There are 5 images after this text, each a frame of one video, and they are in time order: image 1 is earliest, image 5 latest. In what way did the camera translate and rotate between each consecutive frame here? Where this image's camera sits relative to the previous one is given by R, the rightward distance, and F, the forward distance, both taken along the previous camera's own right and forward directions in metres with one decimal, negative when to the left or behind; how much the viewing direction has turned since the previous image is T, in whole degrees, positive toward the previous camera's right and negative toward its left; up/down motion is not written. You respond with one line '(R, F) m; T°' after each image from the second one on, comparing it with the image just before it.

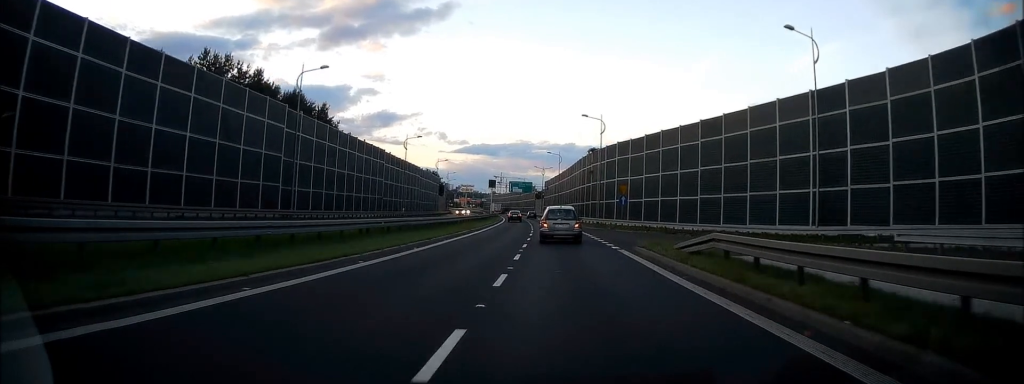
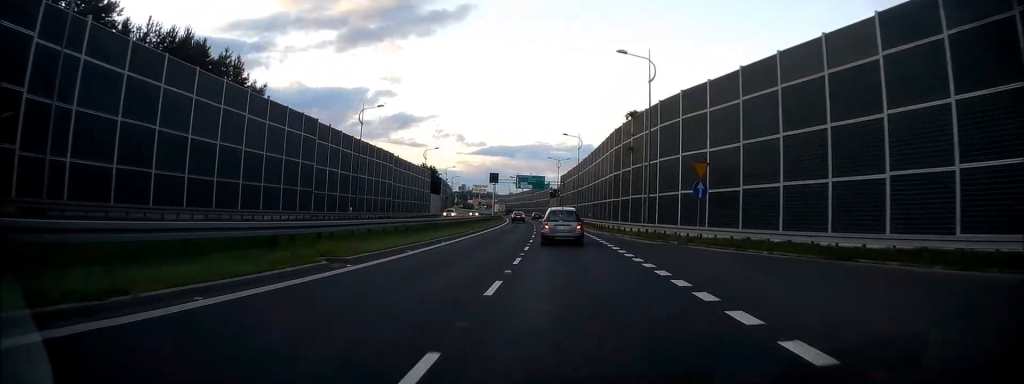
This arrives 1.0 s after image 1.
(-0.4, +25.3) m; -1°
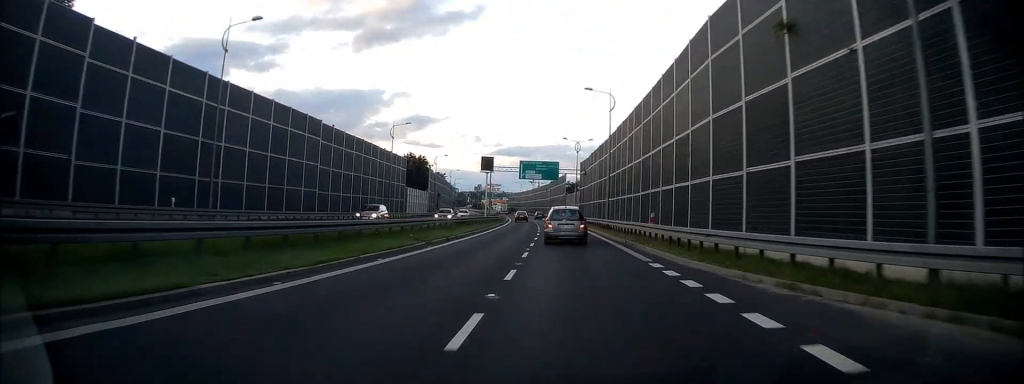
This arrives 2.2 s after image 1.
(-0.4, +28.2) m; -2°
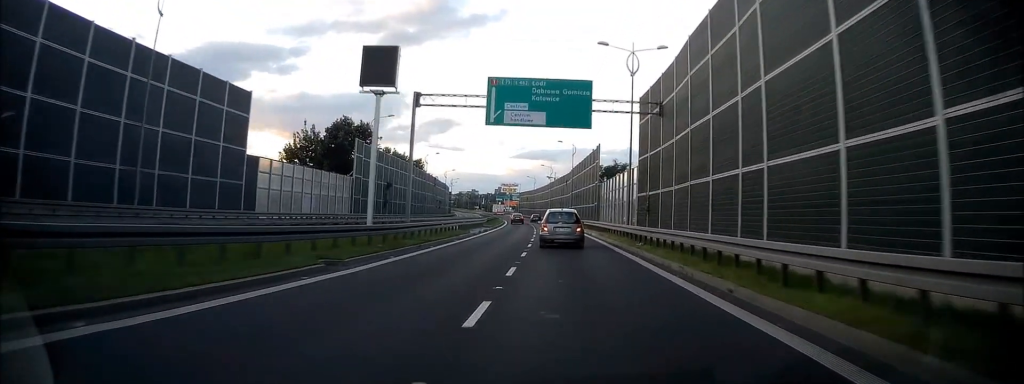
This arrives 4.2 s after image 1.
(-1.0, +47.0) m; -2°
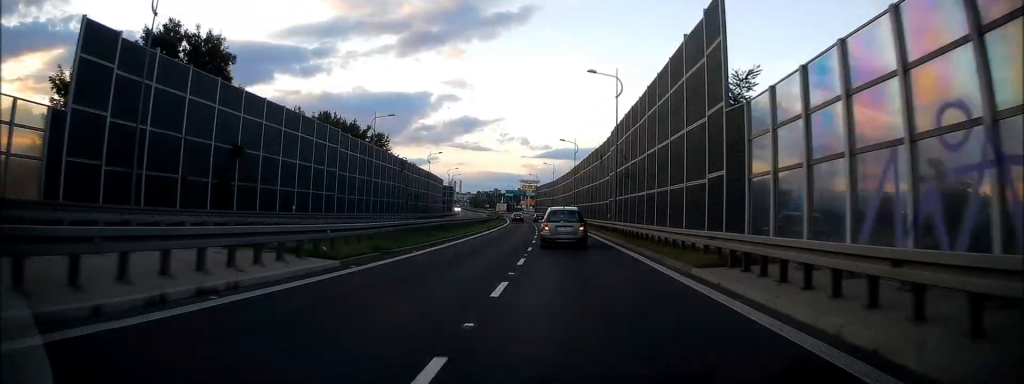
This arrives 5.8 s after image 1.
(-0.8, +39.7) m; -2°
